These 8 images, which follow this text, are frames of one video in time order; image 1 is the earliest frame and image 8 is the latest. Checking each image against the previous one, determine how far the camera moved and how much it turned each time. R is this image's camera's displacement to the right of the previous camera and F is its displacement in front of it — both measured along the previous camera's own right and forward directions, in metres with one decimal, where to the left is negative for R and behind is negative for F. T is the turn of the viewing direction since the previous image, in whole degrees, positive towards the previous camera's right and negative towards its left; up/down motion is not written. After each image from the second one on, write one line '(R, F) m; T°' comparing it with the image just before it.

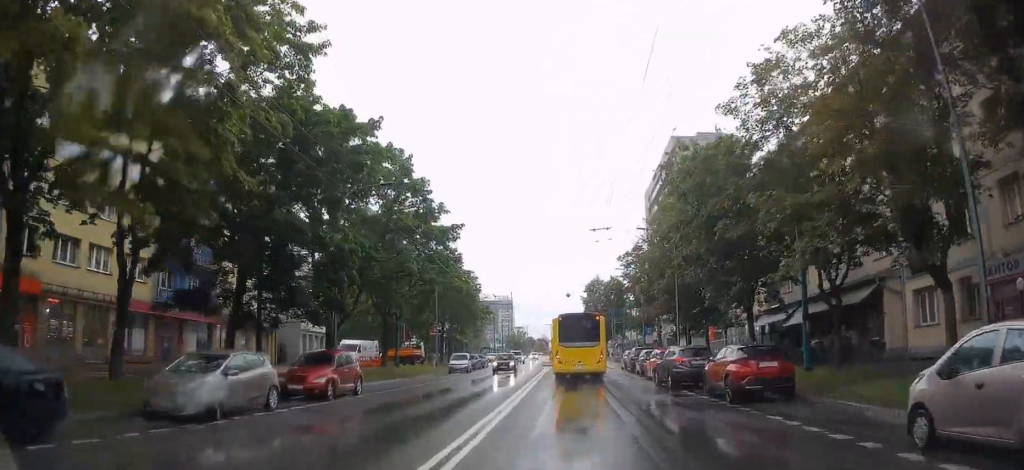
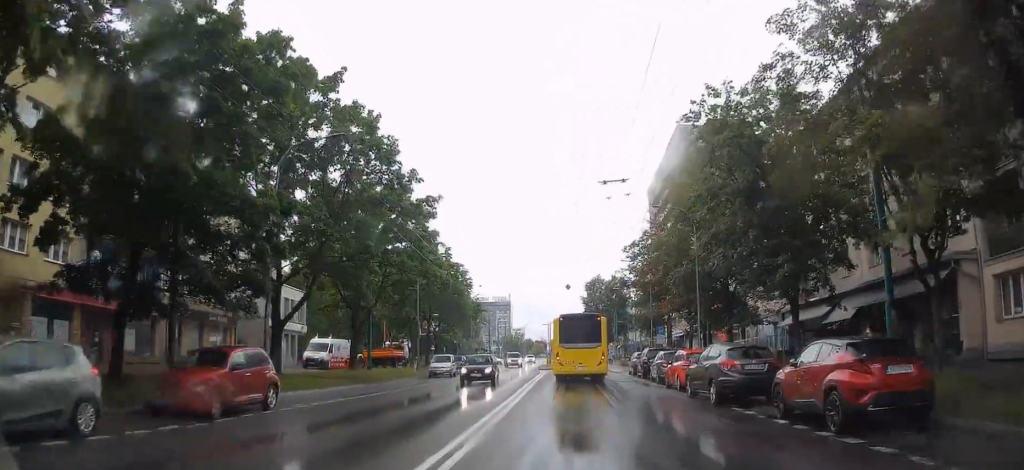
(0.0, +6.4) m; 0°
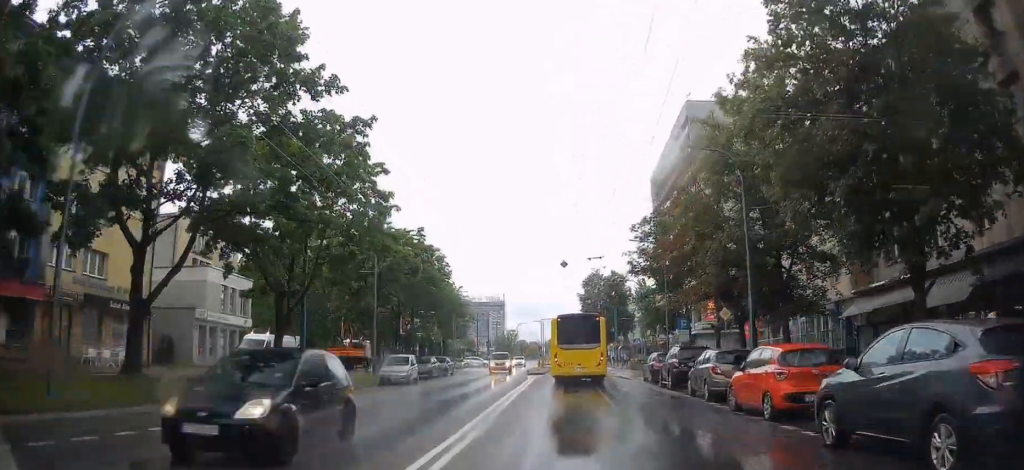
(0.0, +10.0) m; +2°
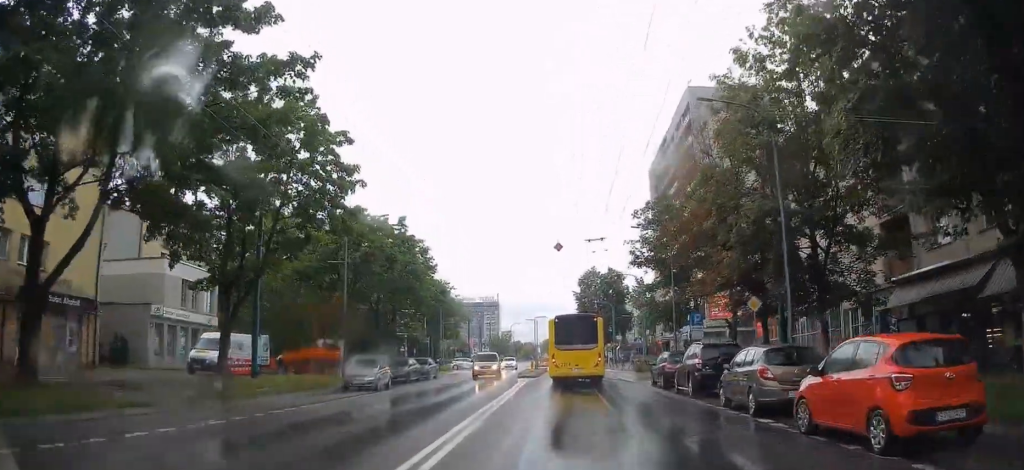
(+0.2, +4.6) m; 0°
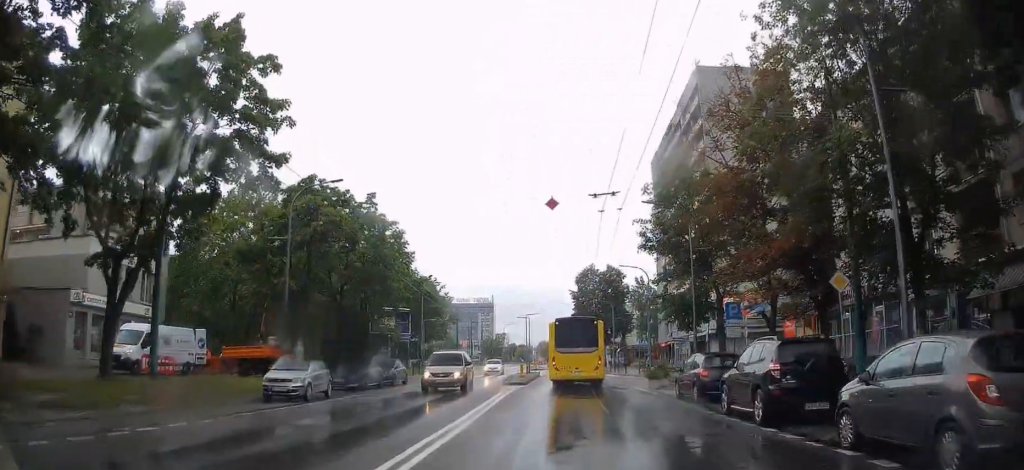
(0.0, +7.4) m; 0°
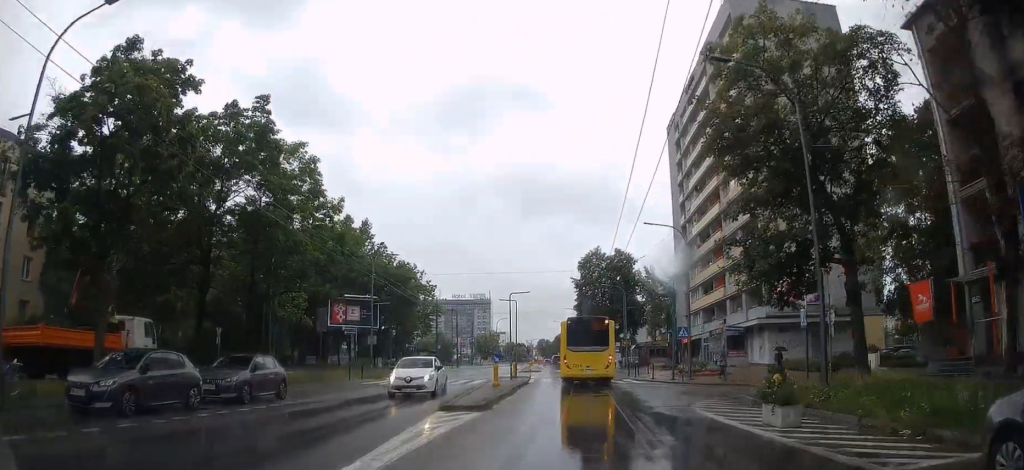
(-0.3, +16.7) m; -2°
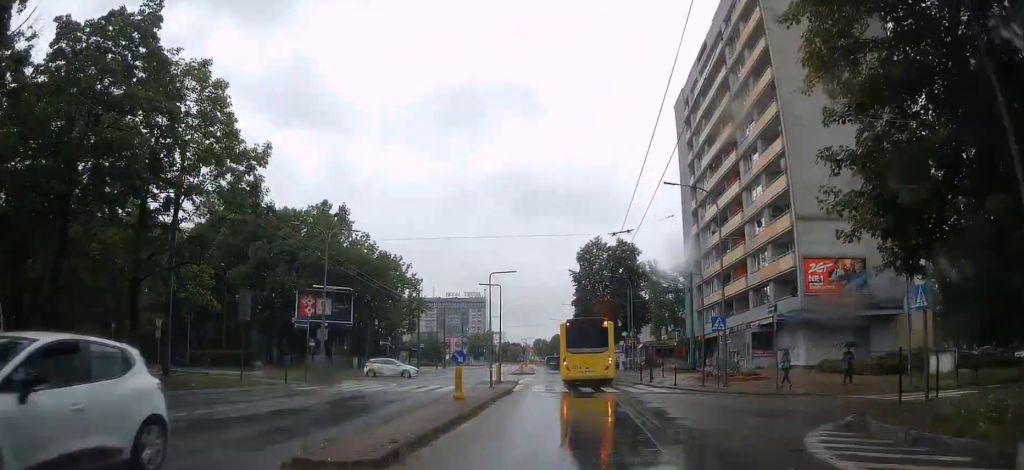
(-0.1, +9.1) m; +2°
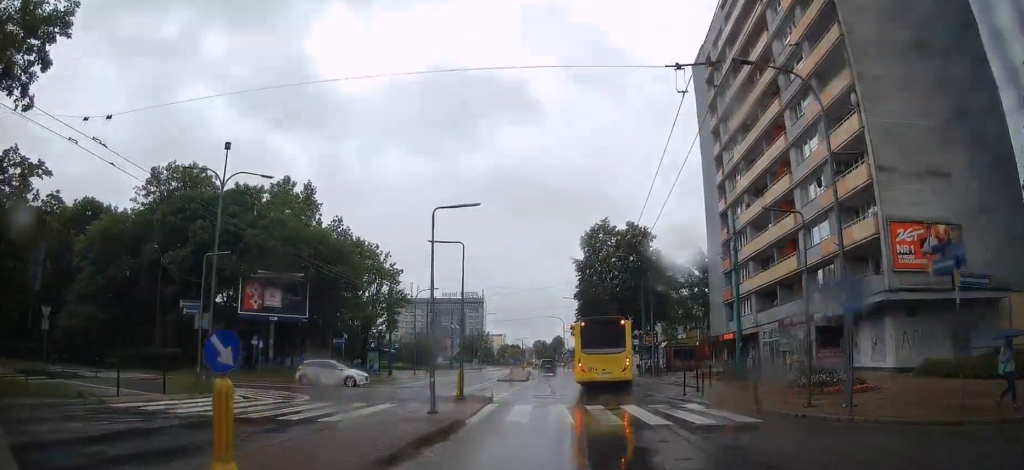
(+0.3, +13.0) m; 0°
